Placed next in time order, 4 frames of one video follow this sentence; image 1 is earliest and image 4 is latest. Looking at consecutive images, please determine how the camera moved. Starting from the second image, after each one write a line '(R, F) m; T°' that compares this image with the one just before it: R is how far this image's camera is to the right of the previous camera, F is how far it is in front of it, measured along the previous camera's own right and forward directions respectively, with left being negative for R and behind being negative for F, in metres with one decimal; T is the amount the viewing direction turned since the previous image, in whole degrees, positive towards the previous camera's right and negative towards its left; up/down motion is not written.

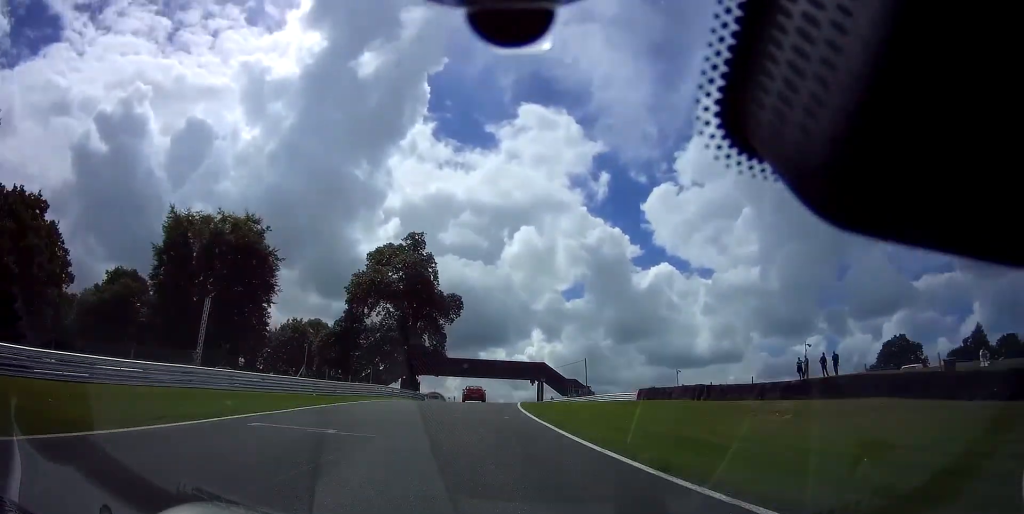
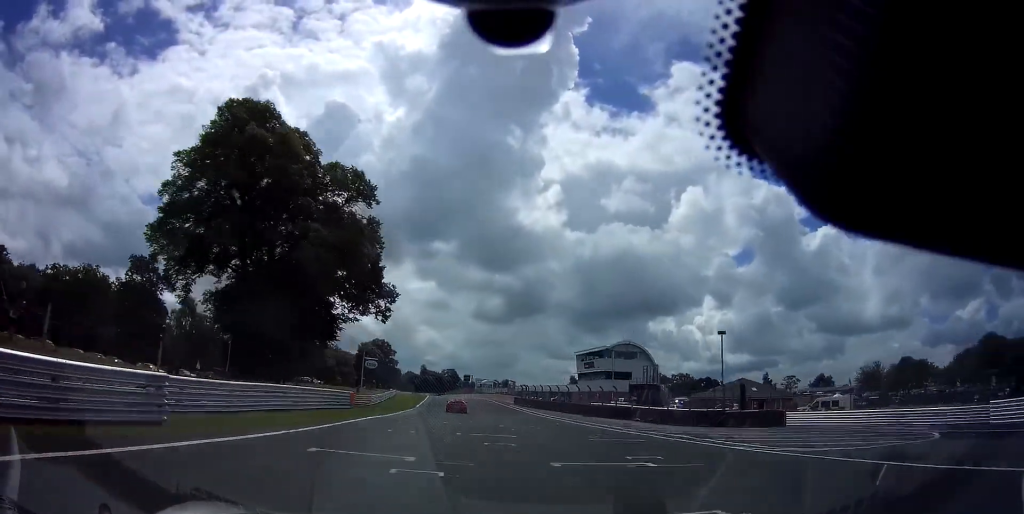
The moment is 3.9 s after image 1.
(-16.3, +127.2) m; -16°
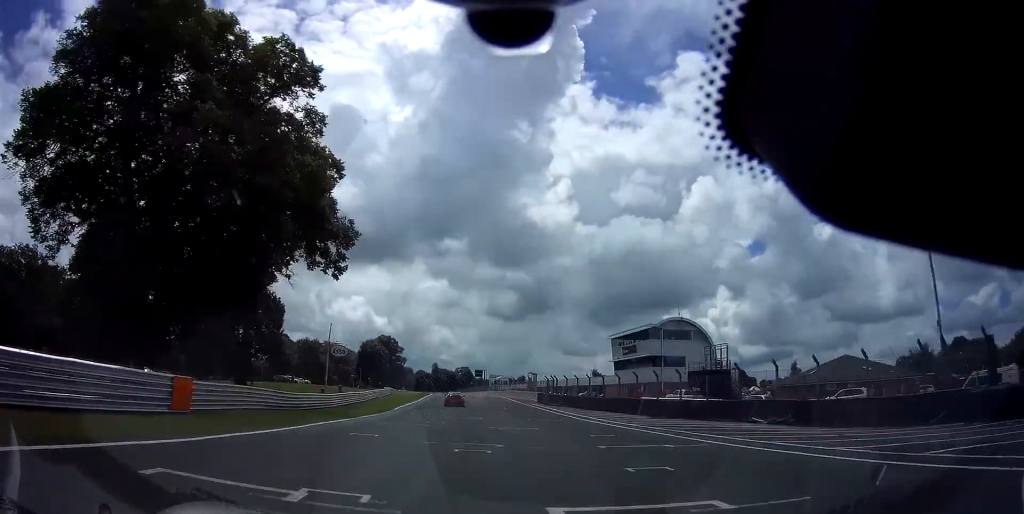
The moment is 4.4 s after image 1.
(-0.4, +20.5) m; -2°
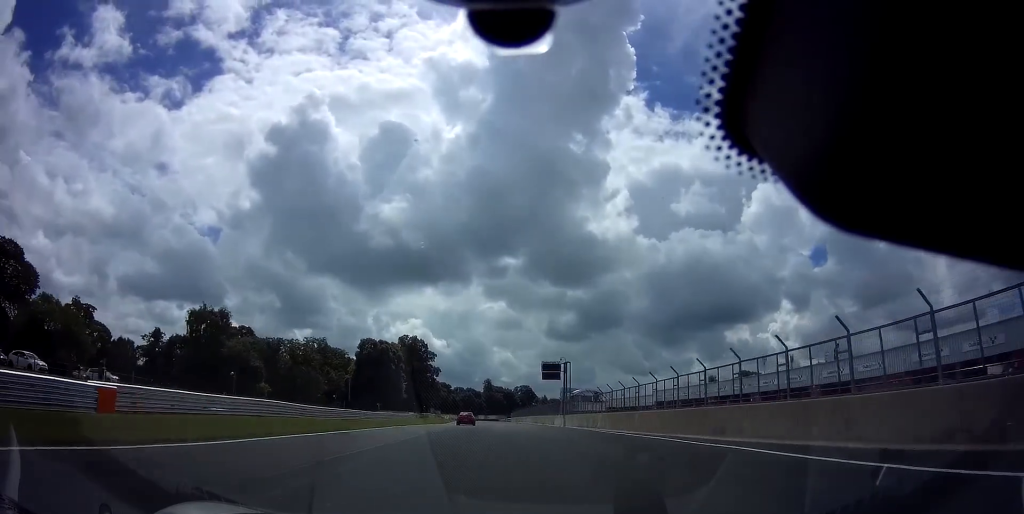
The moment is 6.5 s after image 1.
(-4.2, +78.3) m; -6°
